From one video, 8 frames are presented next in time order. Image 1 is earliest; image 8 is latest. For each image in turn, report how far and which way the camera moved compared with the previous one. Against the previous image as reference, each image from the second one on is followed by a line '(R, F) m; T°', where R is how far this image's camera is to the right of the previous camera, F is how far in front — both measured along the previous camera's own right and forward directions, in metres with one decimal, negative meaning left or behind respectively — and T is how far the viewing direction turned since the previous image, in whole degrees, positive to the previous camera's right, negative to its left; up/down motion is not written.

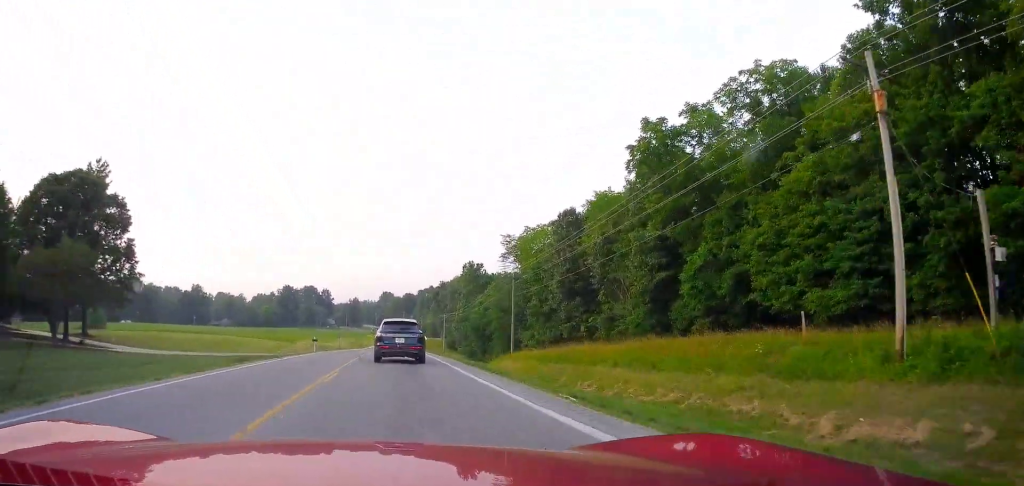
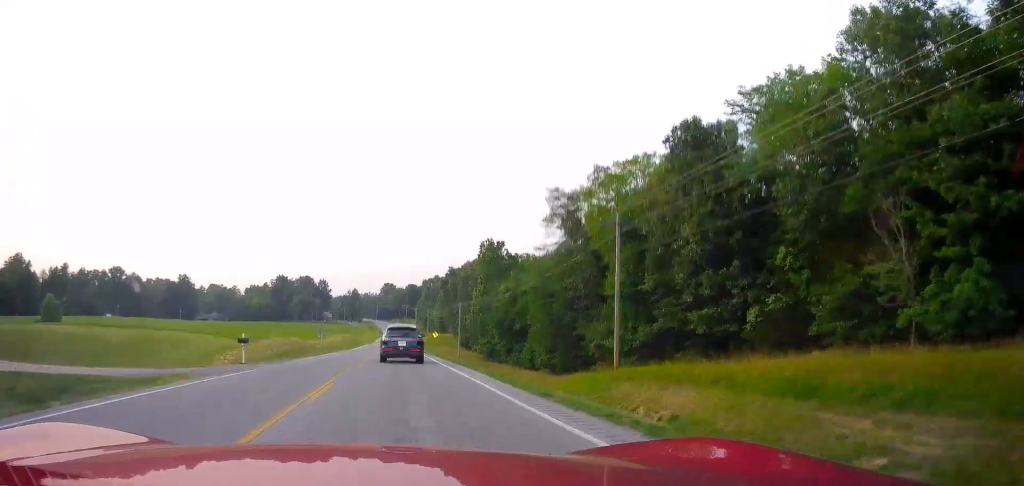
(-0.3, +26.1) m; -1°
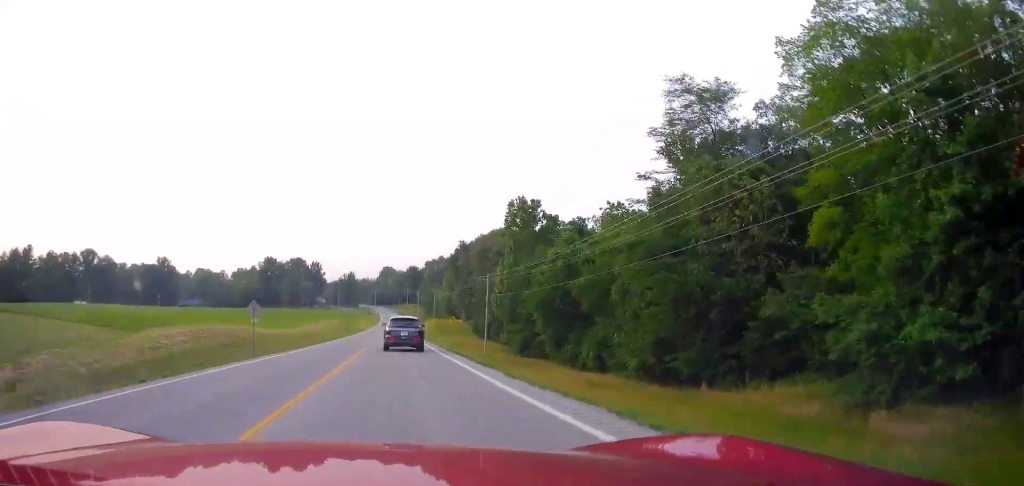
(+0.1, +29.3) m; 0°
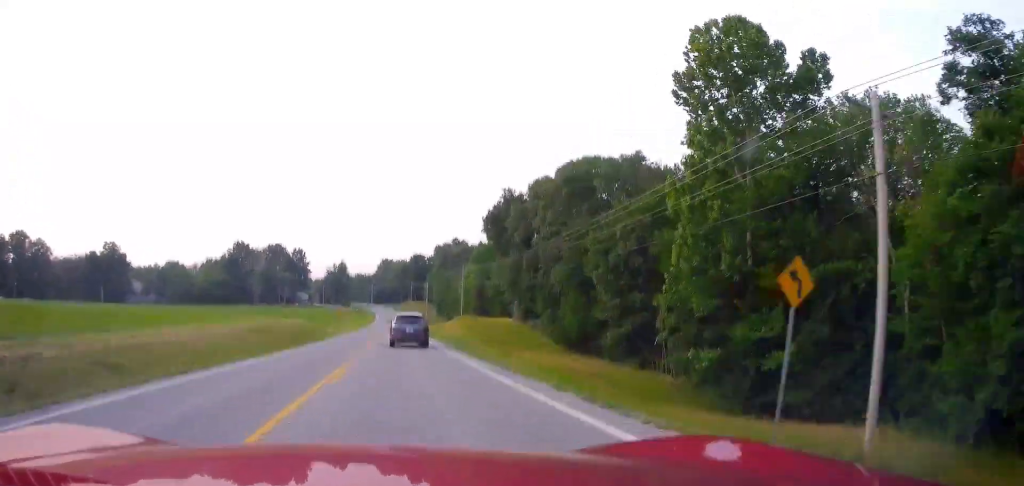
(+0.3, +59.5) m; +1°
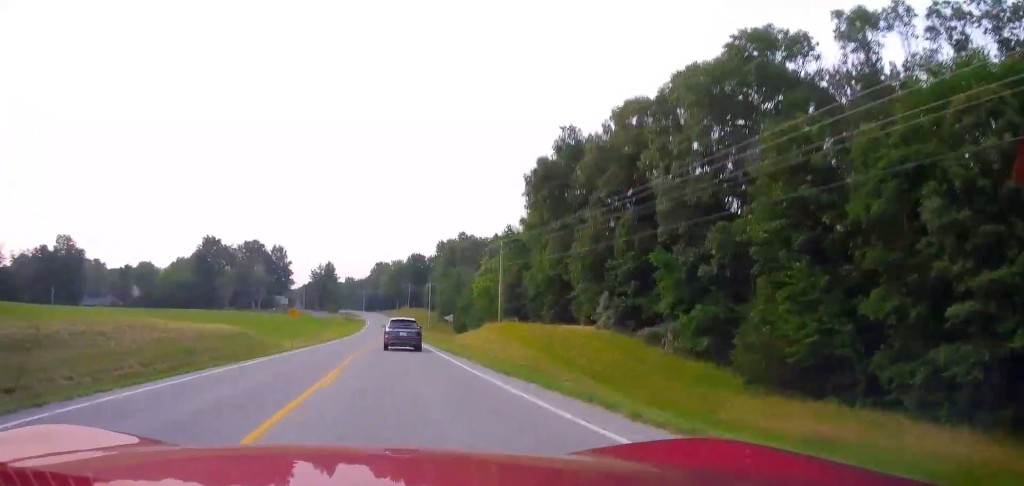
(+0.2, +36.1) m; 0°
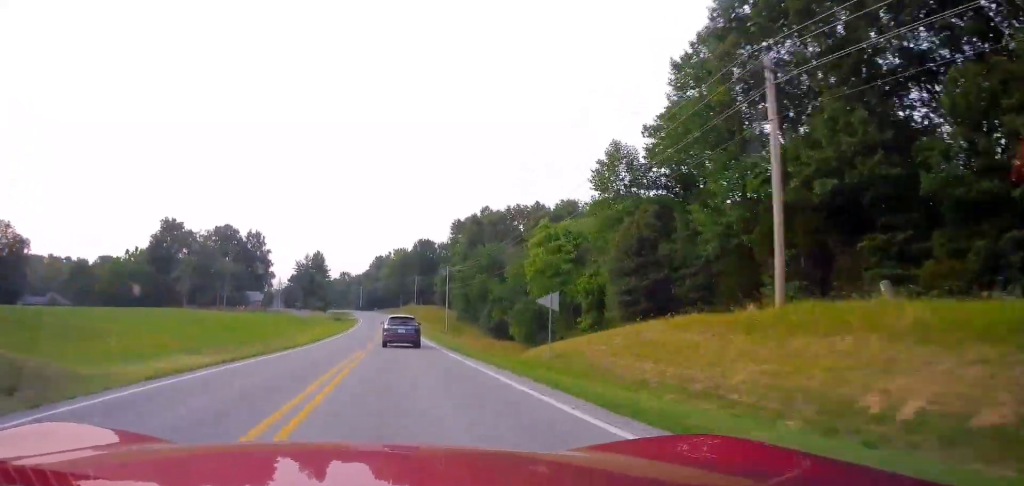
(-0.1, +42.6) m; -1°
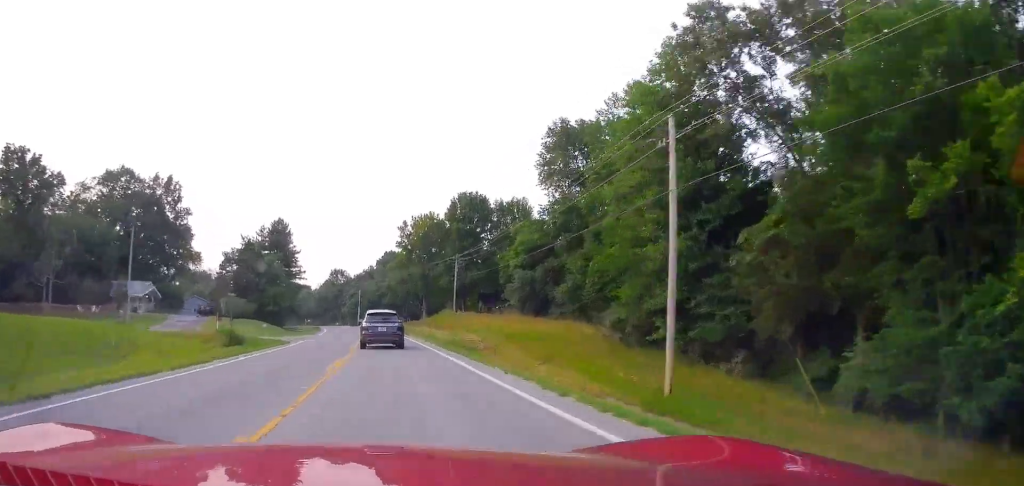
(-1.2, +85.1) m; -2°
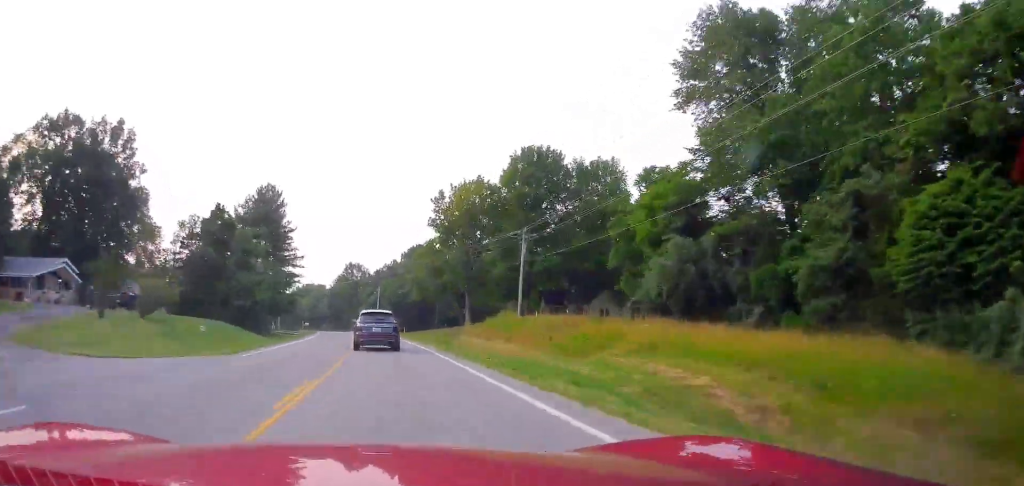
(-0.2, +30.9) m; -3°
